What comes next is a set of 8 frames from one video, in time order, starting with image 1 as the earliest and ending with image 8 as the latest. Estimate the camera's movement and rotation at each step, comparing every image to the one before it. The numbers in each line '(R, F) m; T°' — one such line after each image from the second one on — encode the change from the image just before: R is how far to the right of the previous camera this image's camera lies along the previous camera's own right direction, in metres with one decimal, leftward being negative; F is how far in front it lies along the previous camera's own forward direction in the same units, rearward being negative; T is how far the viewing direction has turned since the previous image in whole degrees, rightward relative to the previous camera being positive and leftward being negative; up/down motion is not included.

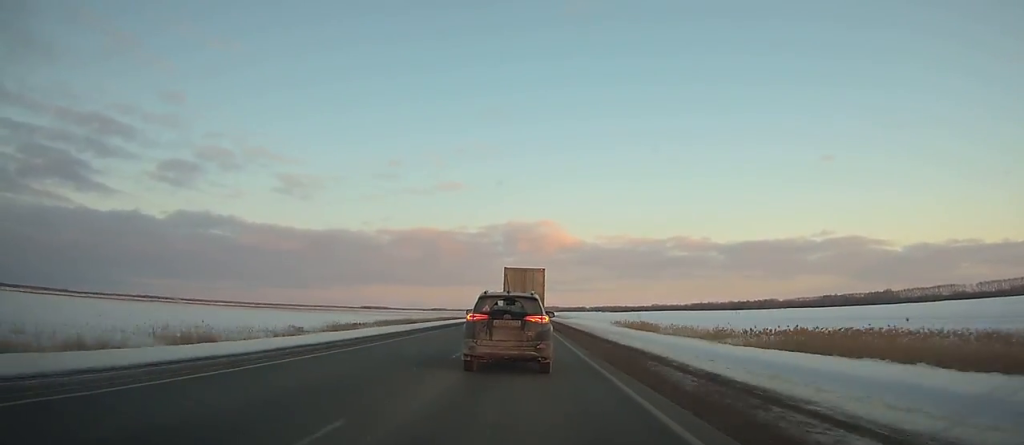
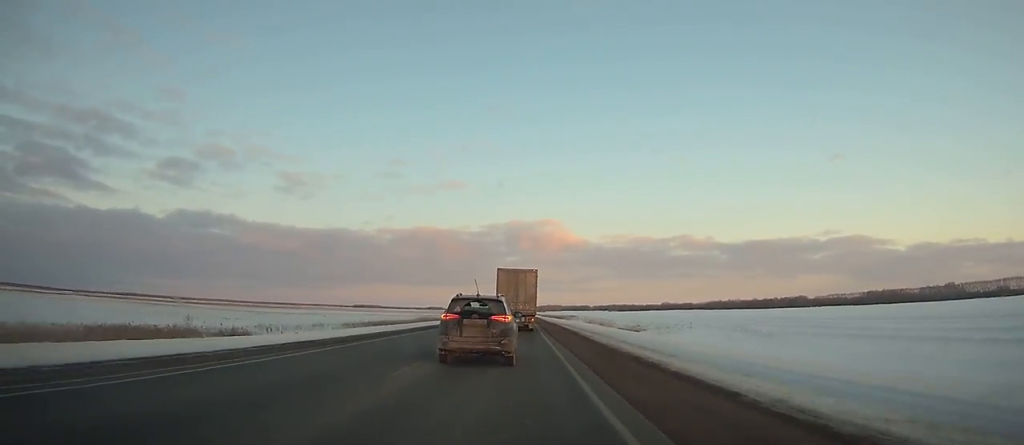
(-0.2, +146.8) m; 0°
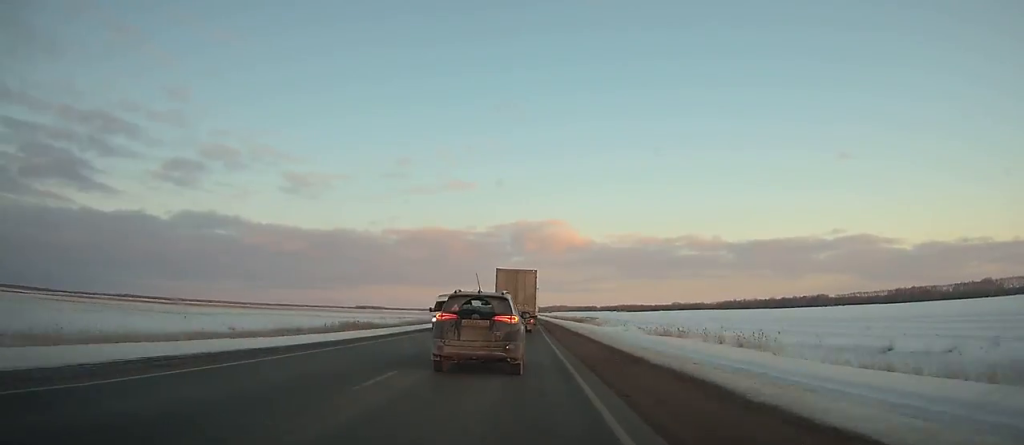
(-0.3, +61.2) m; -1°
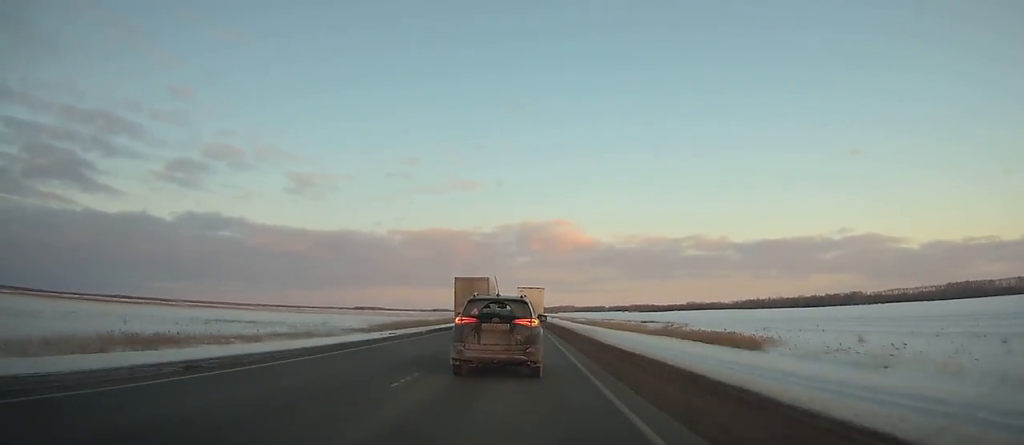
(-0.8, +105.4) m; -1°
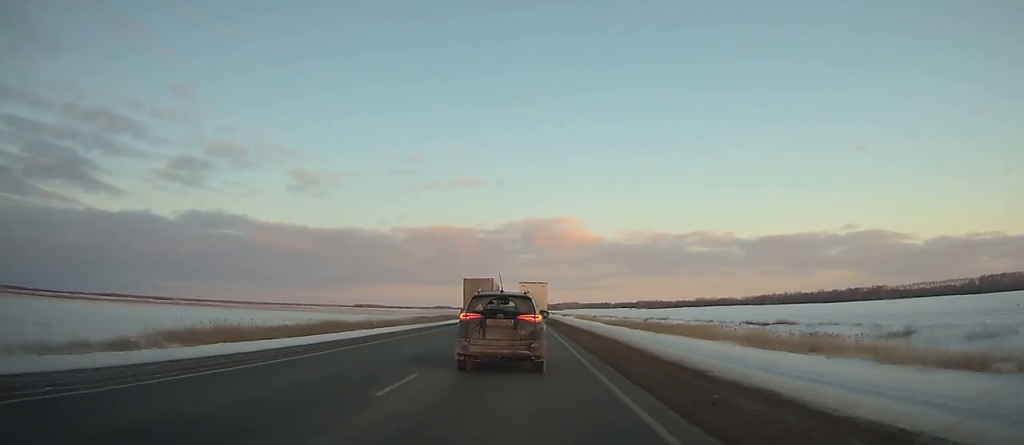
(+0.1, +60.3) m; 0°
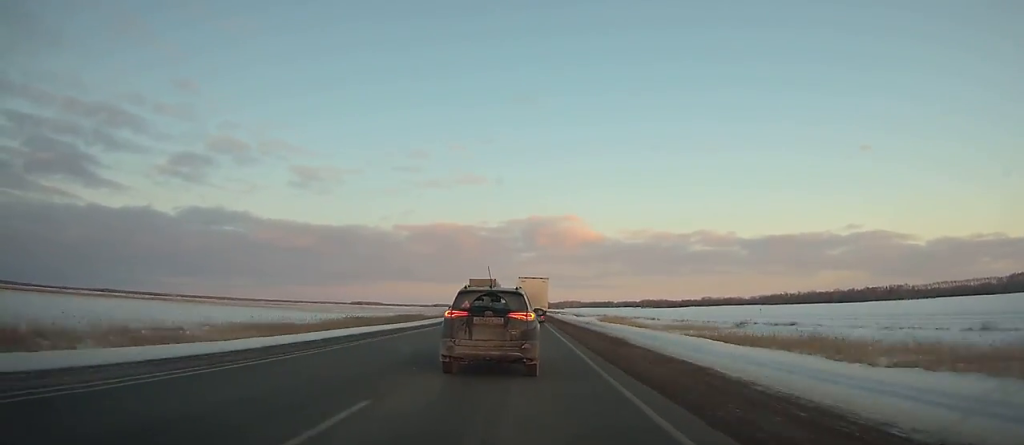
(0.0, +50.3) m; 0°
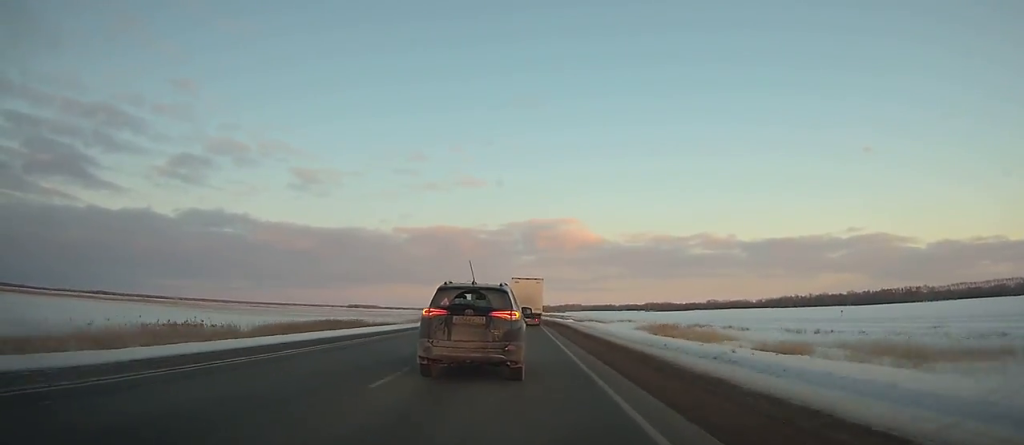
(0.0, +42.8) m; 0°
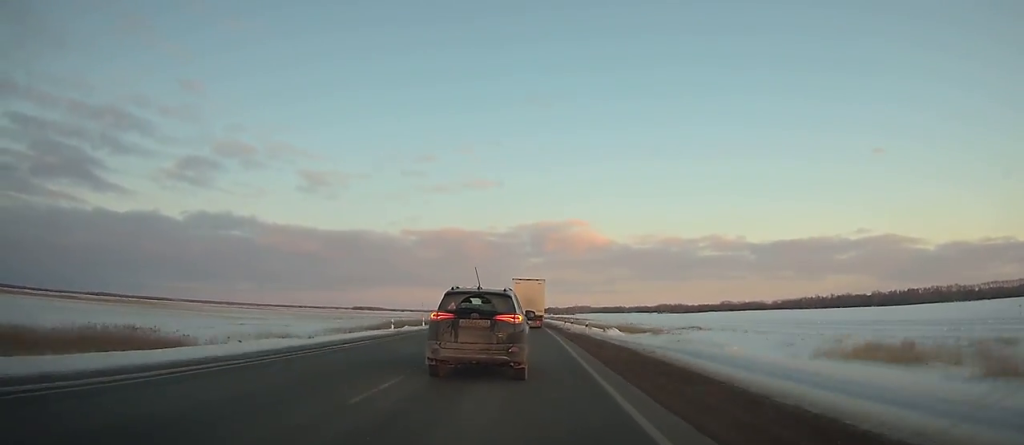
(0.0, +49.1) m; 0°
